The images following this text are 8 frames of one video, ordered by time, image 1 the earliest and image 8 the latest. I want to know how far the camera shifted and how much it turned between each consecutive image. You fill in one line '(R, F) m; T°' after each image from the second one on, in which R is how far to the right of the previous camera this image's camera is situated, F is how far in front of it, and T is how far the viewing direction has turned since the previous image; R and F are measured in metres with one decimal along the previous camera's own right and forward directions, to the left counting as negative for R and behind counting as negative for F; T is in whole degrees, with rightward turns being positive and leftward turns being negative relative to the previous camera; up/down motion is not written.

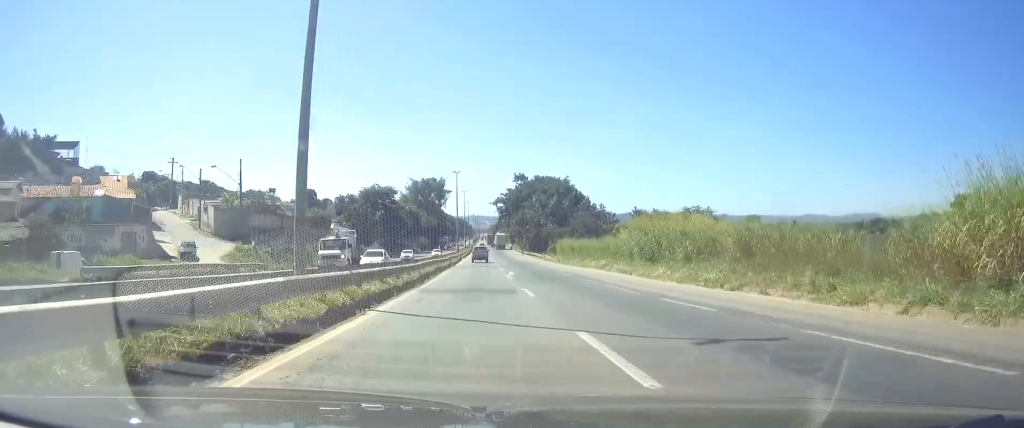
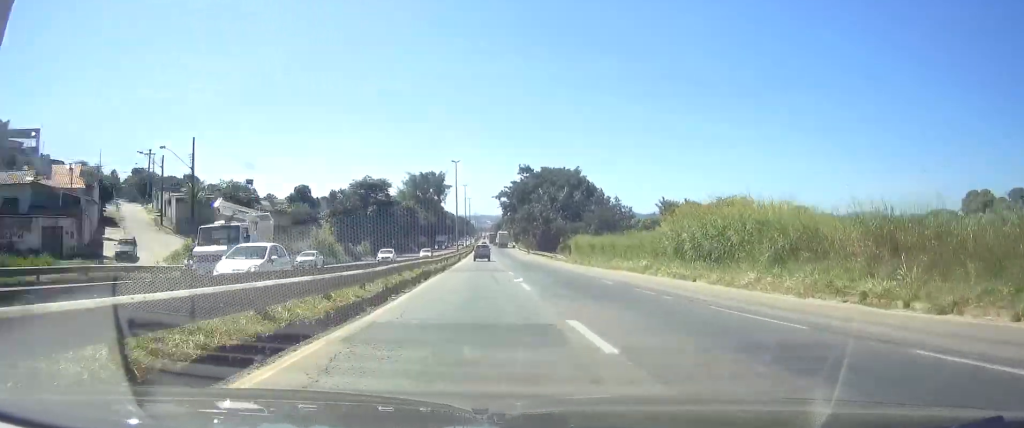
(0.0, +11.8) m; 0°
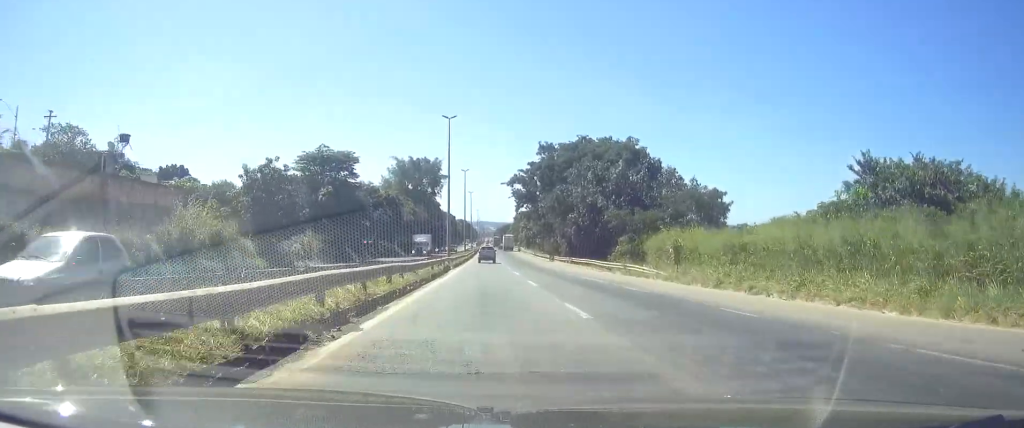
(+0.3, +38.0) m; 0°
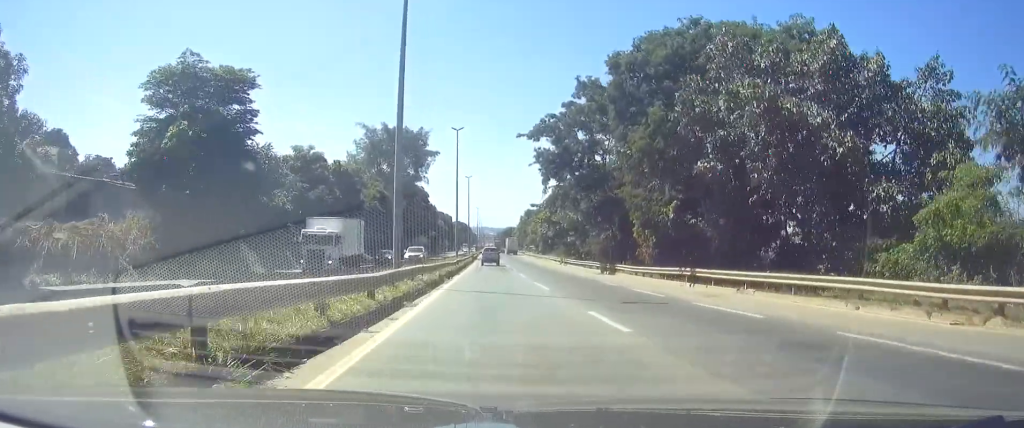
(-0.1, +41.5) m; 0°
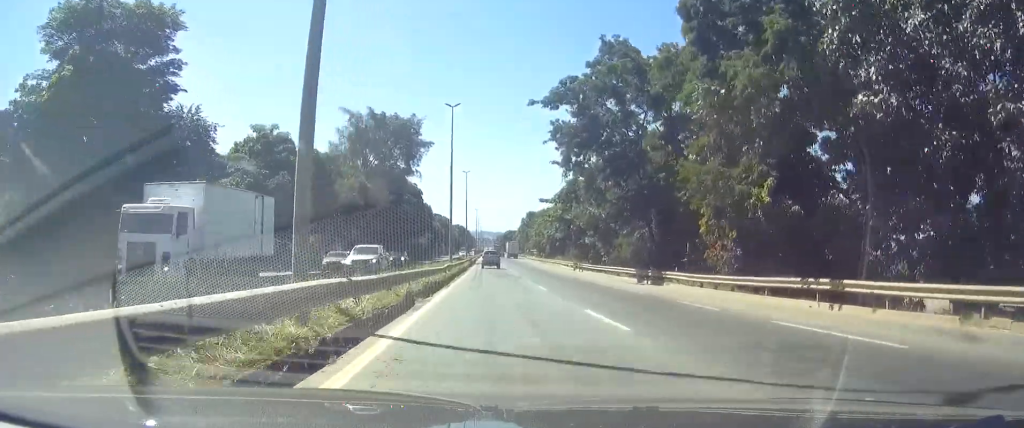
(0.0, +13.6) m; 0°
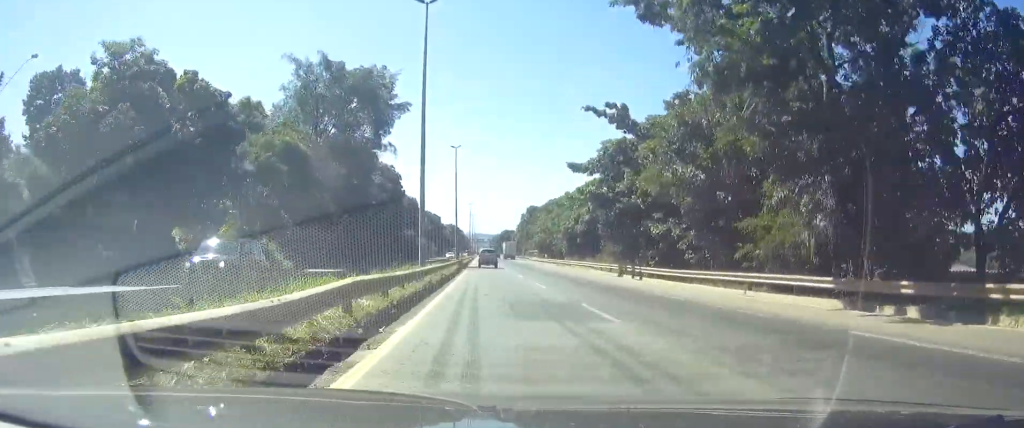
(+0.1, +26.4) m; 0°
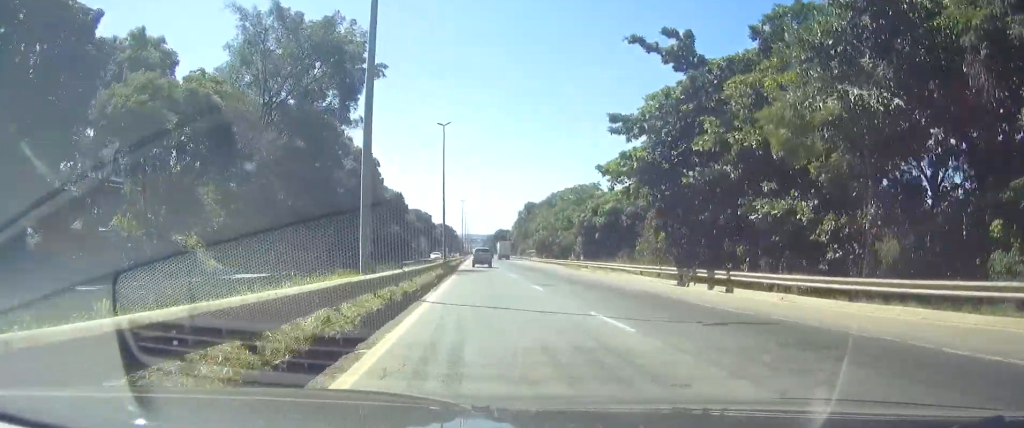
(0.0, +16.1) m; 0°
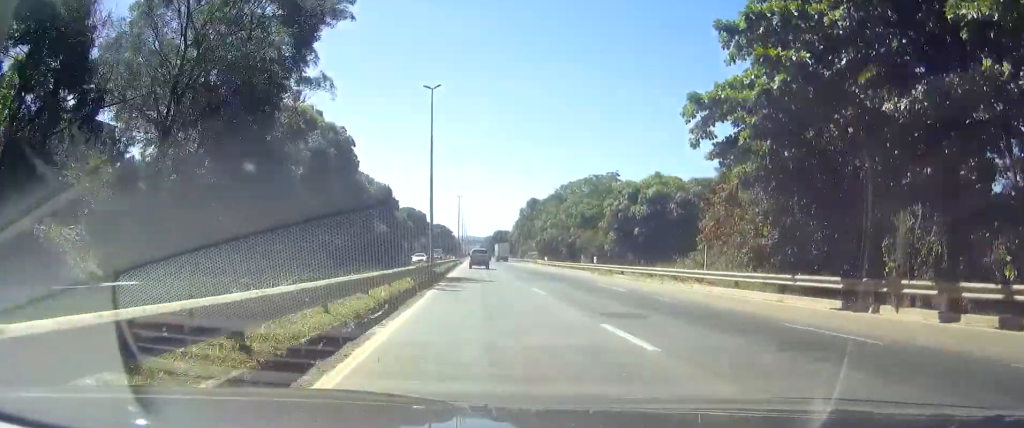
(-0.1, +16.0) m; 0°
